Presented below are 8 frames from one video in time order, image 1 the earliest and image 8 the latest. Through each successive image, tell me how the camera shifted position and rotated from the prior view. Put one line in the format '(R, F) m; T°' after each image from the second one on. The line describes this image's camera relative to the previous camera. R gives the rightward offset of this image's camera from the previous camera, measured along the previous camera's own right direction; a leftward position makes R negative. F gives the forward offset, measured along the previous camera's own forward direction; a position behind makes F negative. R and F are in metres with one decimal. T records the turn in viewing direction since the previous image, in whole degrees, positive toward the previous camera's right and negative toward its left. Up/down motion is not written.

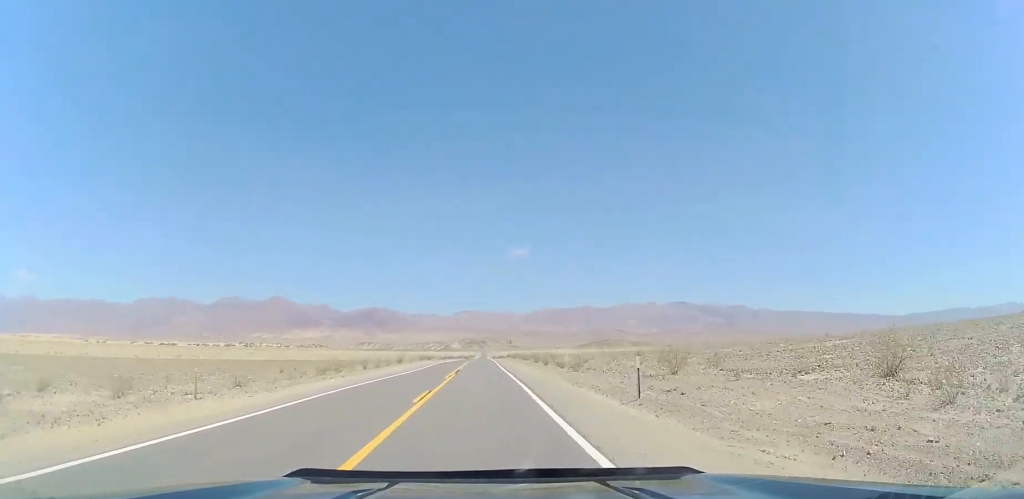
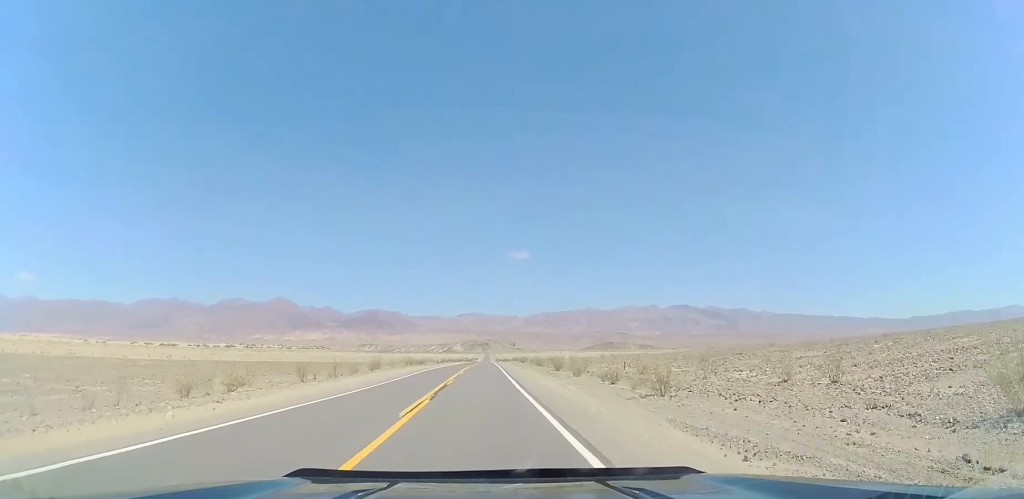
(0.0, +16.9) m; 0°
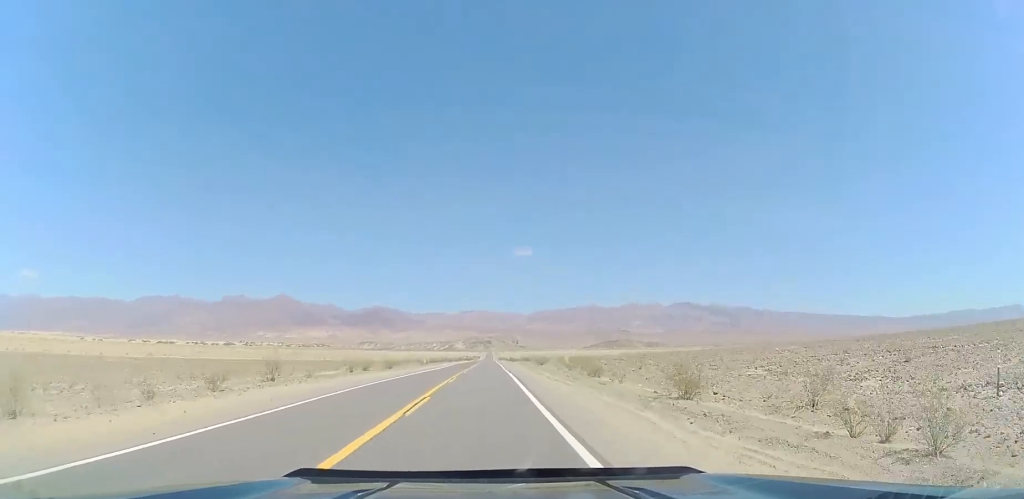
(0.0, +28.6) m; 0°
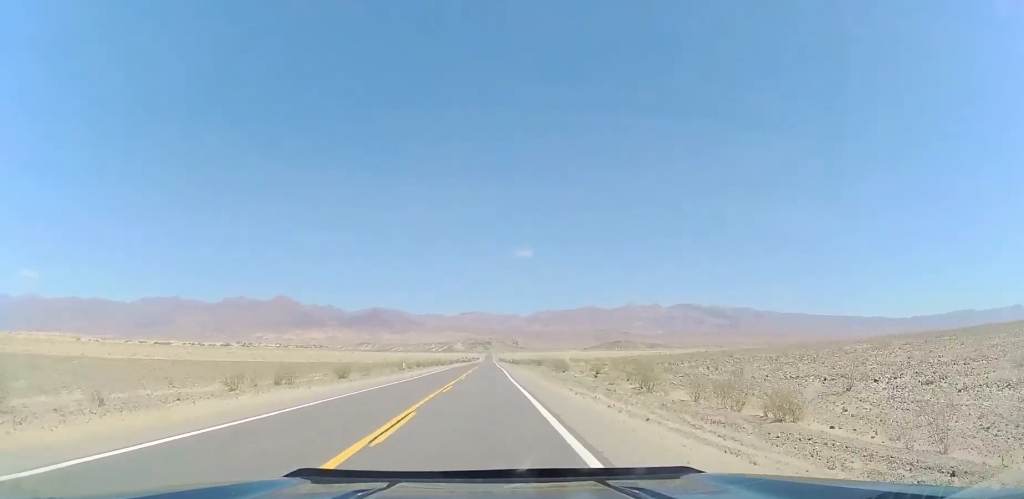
(+0.1, +18.7) m; 0°
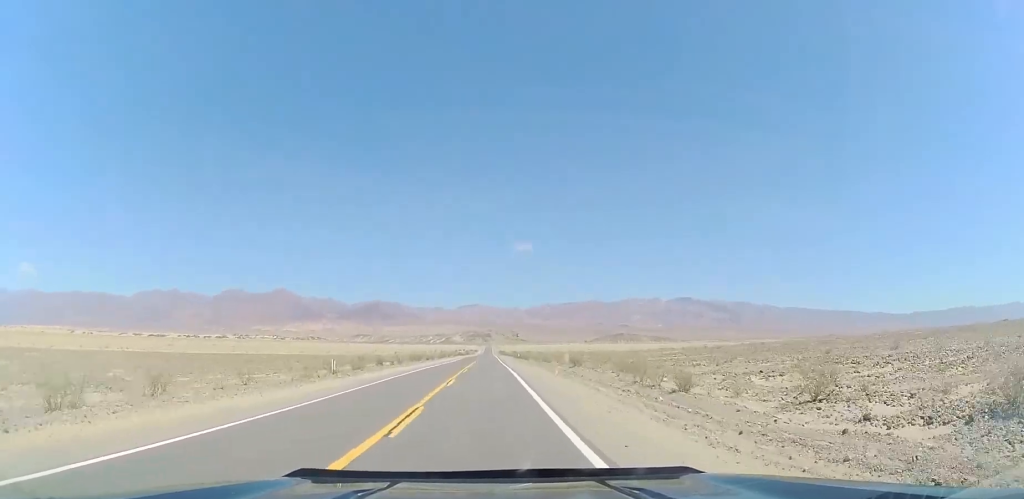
(+0.1, +27.7) m; -1°
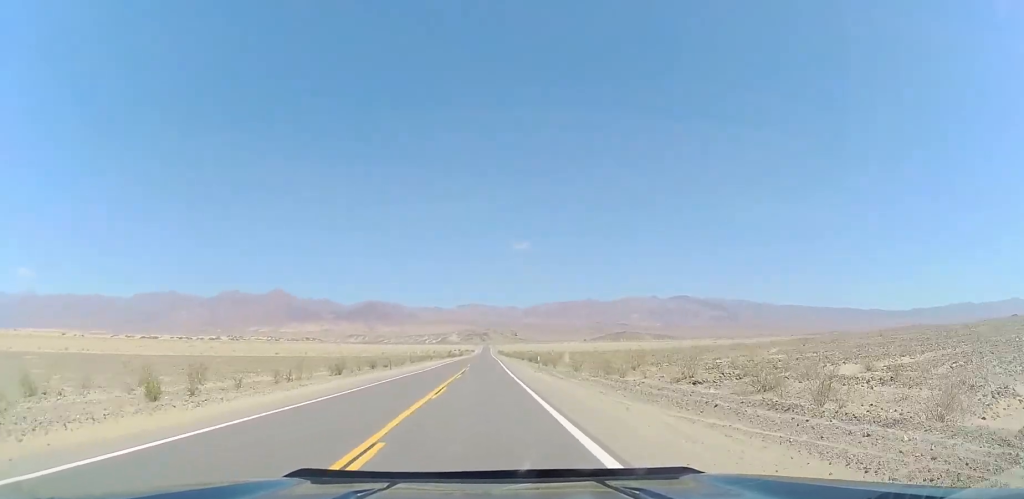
(-0.5, +35.7) m; 0°
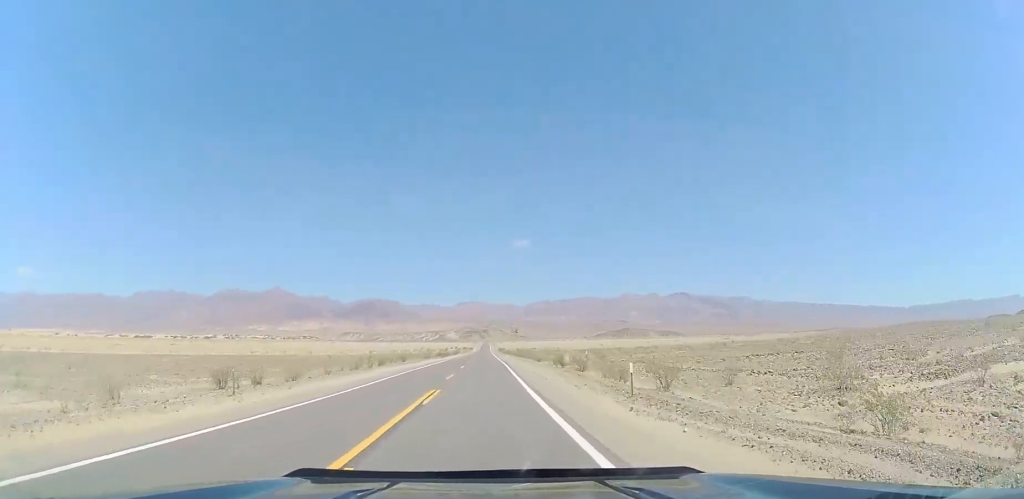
(+0.5, +31.6) m; +1°
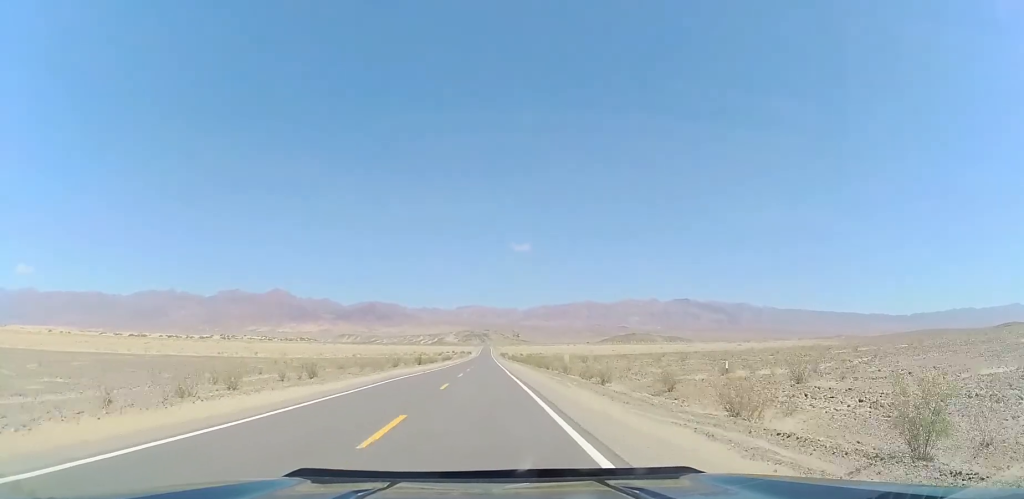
(+0.2, +35.1) m; 0°
